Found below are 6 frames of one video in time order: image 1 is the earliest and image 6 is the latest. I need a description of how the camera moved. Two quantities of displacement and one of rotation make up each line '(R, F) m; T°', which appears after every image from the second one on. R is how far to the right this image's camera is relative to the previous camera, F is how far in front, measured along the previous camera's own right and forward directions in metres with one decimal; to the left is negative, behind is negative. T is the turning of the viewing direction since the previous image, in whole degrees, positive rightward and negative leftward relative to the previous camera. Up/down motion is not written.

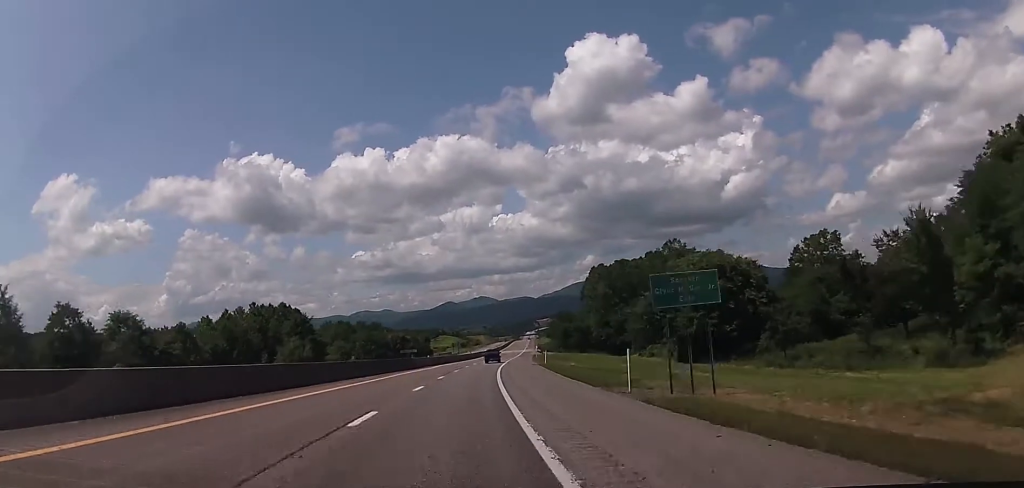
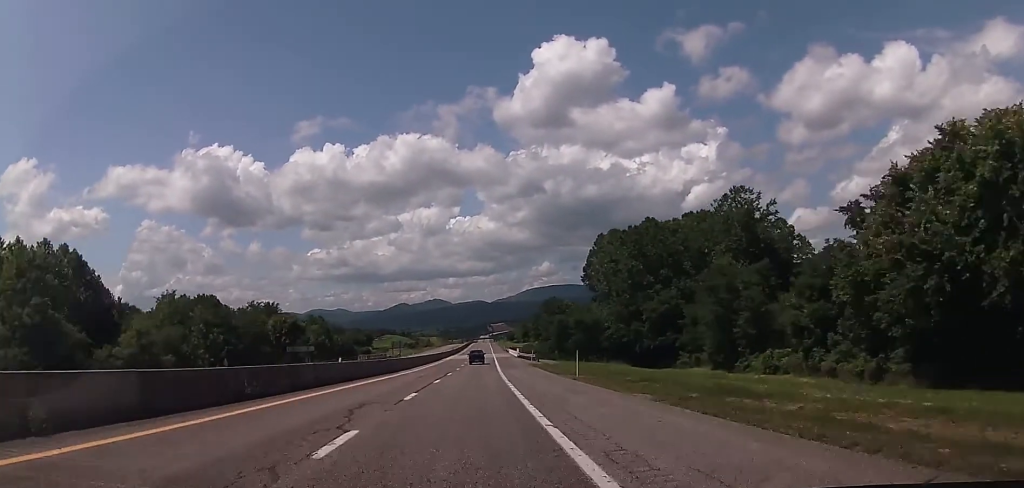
(+3.4, +65.1) m; +4°
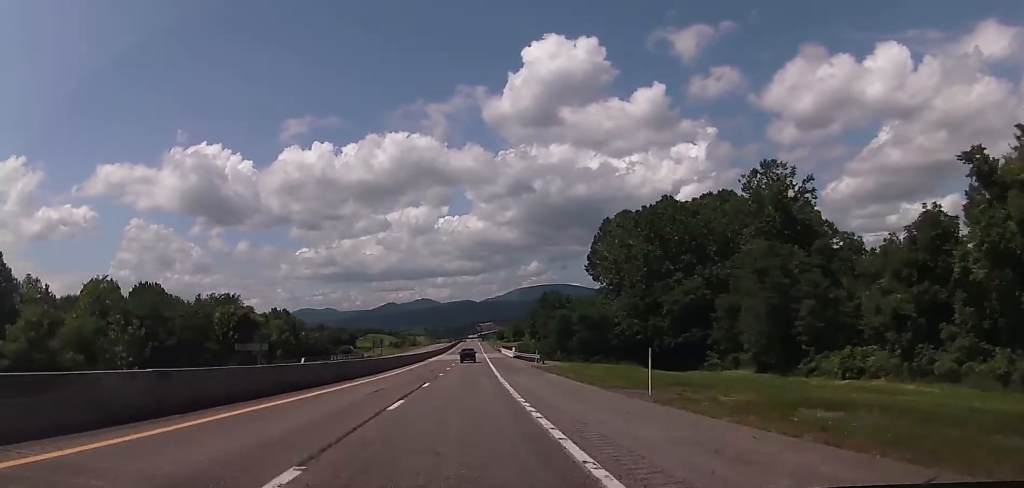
(0.0, +15.9) m; +1°
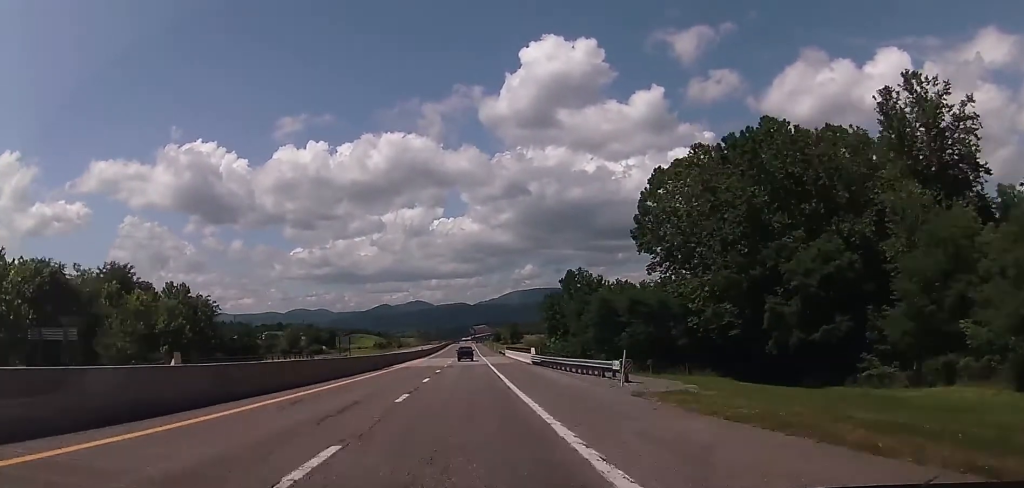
(+0.6, +35.6) m; +1°
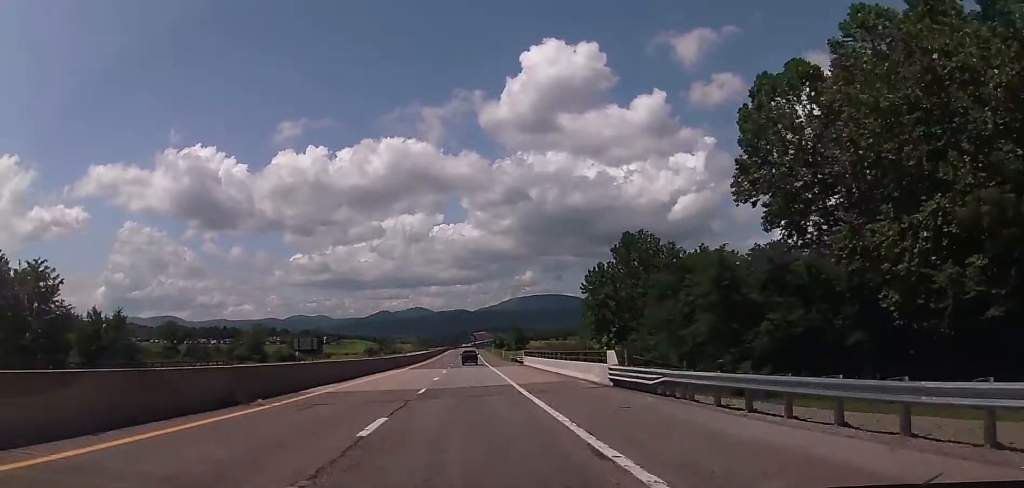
(+0.3, +31.7) m; +1°
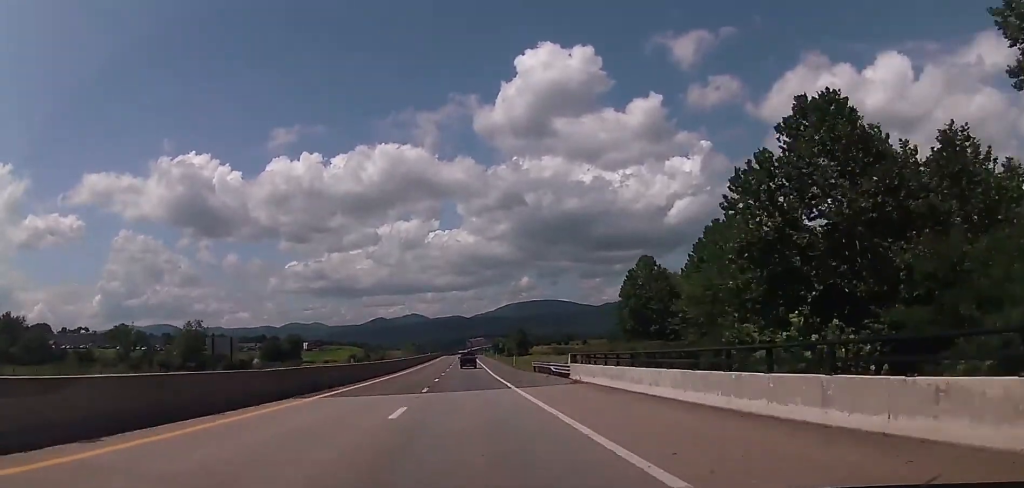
(+0.3, +32.6) m; +1°
